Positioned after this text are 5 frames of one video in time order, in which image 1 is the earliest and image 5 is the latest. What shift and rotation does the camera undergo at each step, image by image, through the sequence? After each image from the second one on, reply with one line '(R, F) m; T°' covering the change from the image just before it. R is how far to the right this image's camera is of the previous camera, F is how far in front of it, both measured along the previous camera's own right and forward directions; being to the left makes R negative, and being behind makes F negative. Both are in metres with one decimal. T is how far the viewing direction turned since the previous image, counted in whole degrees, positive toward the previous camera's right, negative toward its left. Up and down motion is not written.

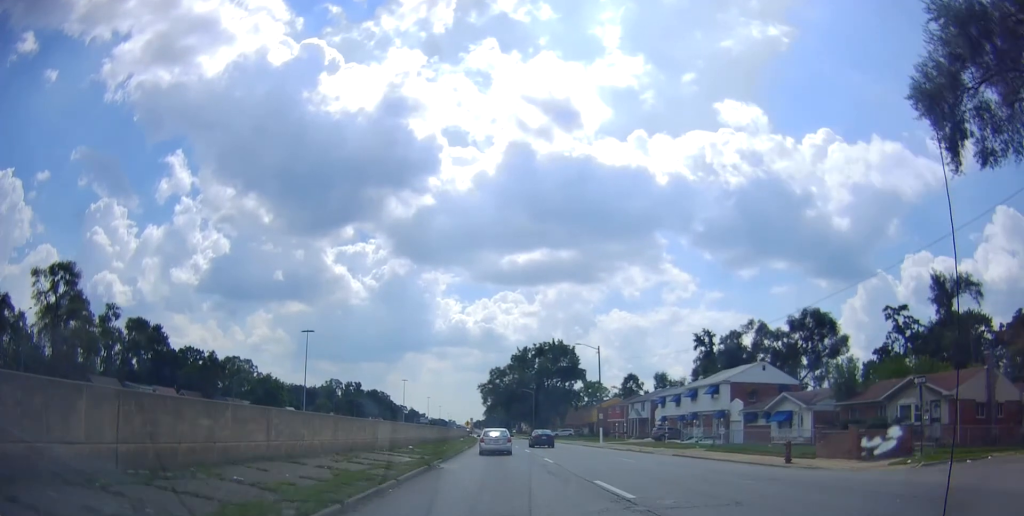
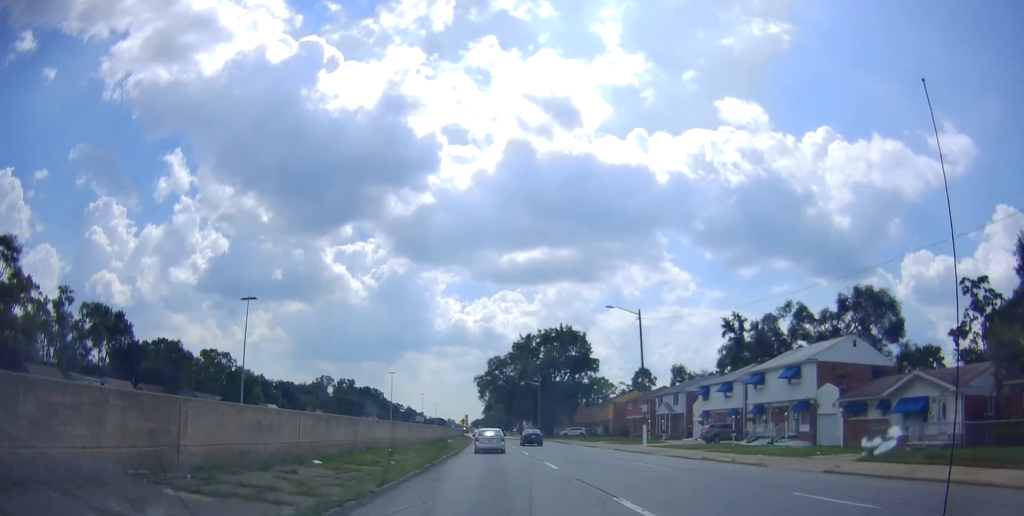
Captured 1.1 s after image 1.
(+0.1, +16.3) m; -1°
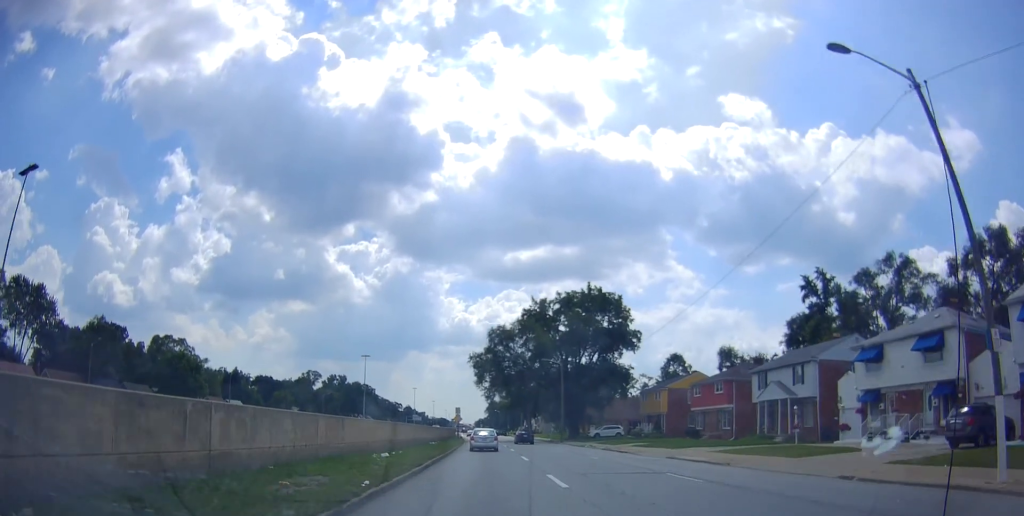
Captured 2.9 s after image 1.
(-0.5, +29.7) m; -1°
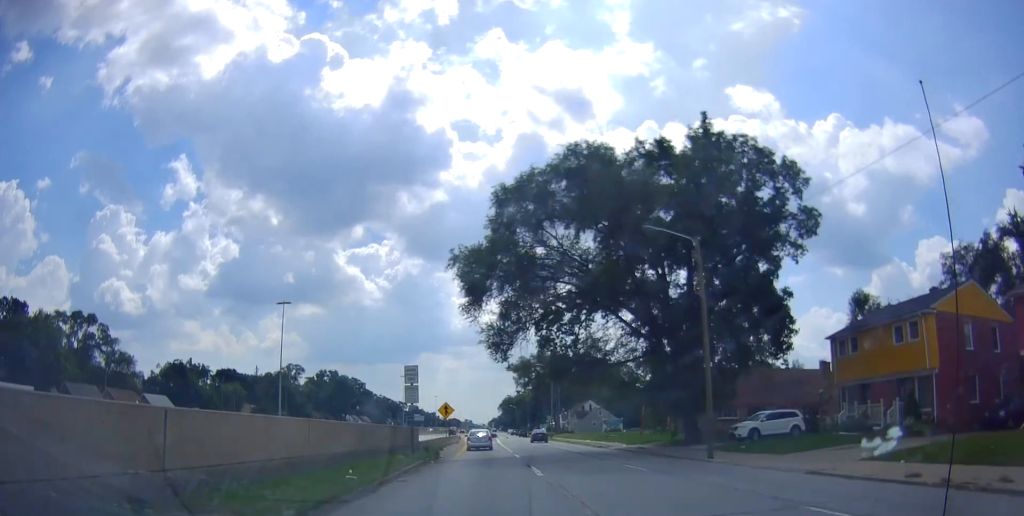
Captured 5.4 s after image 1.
(0.0, +45.6) m; 0°
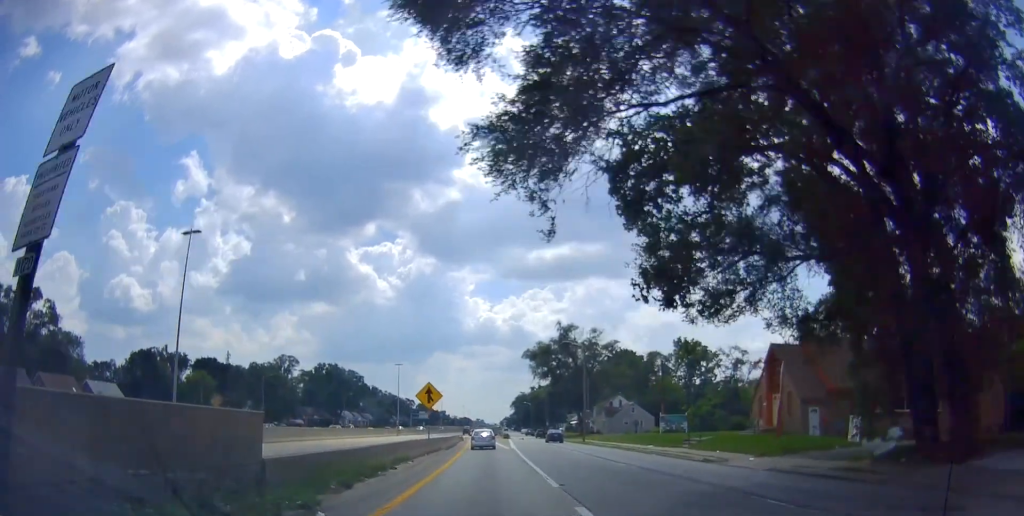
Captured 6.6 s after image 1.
(0.0, +22.1) m; -1°
